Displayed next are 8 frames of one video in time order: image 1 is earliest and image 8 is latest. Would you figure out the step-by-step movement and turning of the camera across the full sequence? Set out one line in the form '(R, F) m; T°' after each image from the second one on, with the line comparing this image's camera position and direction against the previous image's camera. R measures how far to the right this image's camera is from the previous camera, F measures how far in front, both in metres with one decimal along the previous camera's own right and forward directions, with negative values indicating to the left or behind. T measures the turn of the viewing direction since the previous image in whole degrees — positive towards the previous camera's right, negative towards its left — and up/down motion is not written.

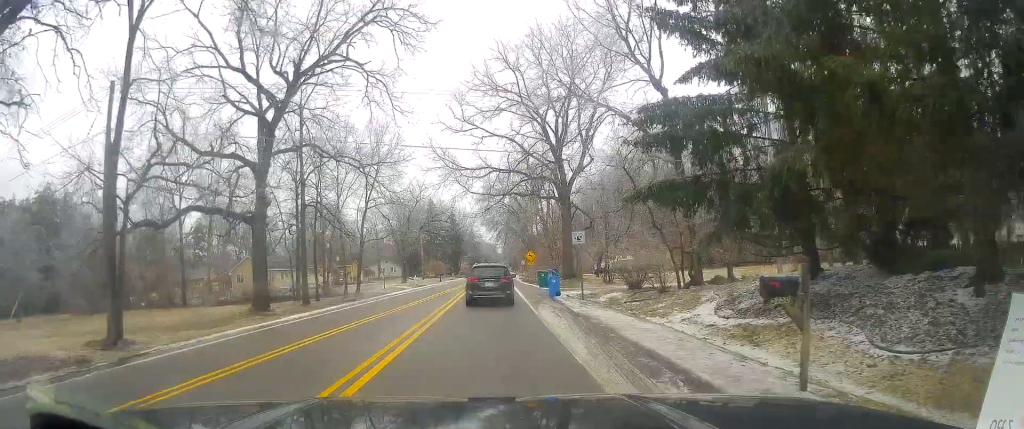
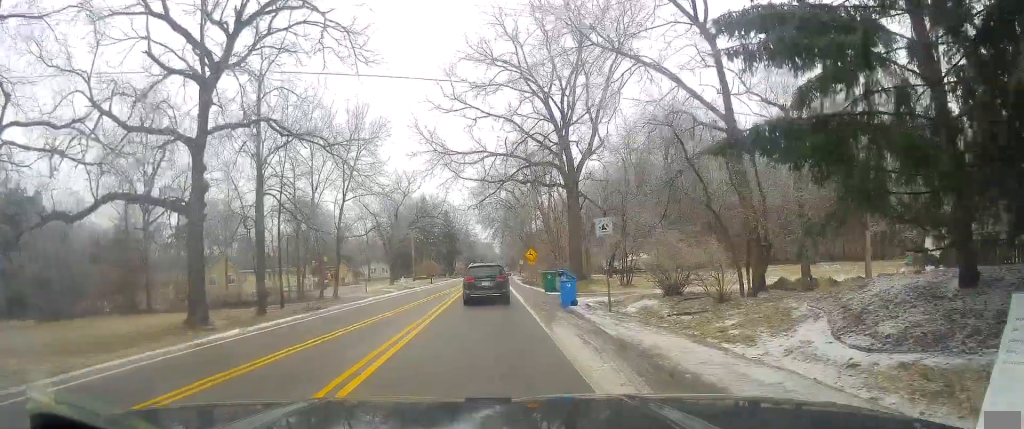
(+0.2, +6.7) m; 0°
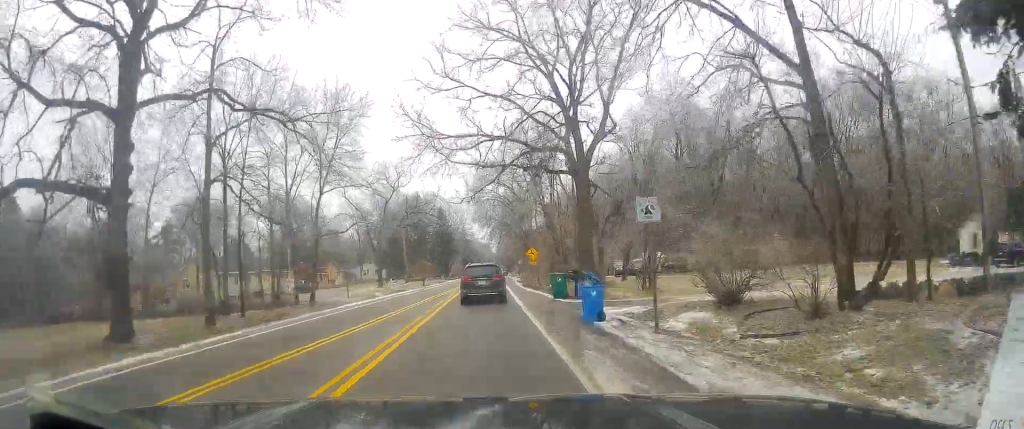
(-0.2, +5.6) m; -1°
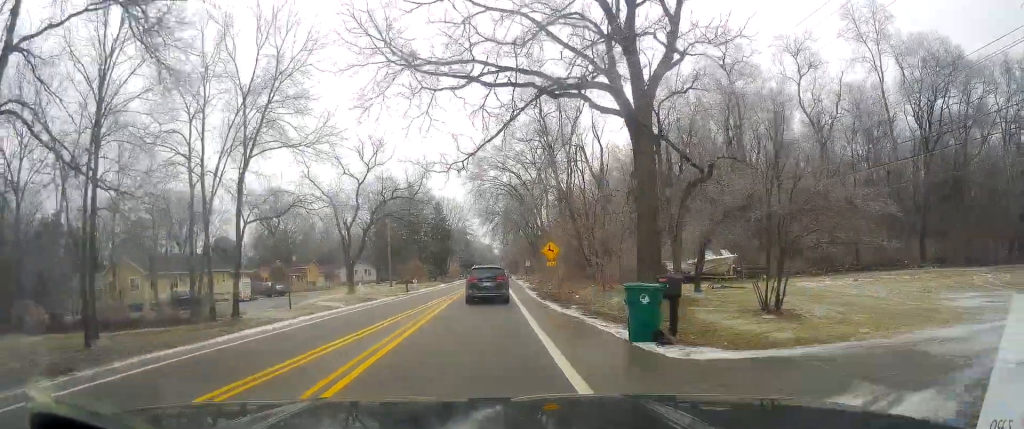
(-0.3, +13.2) m; -1°
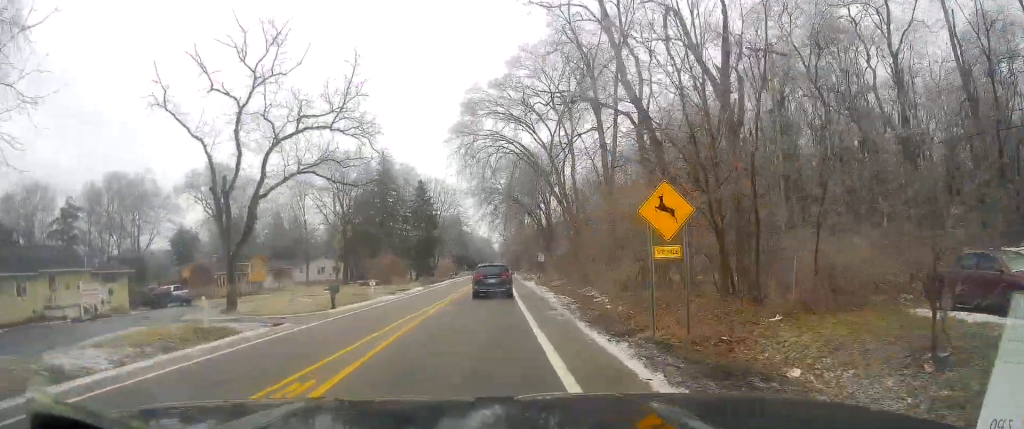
(+0.2, +22.9) m; +3°
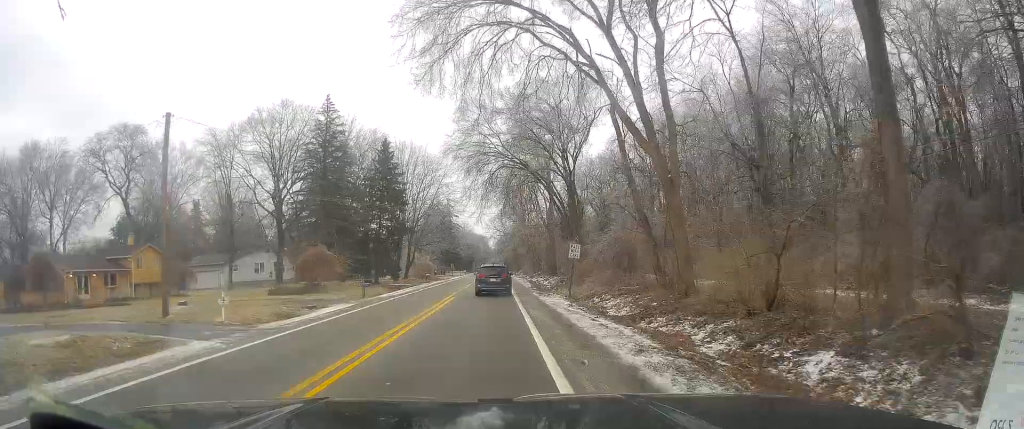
(0.0, +24.8) m; -1°
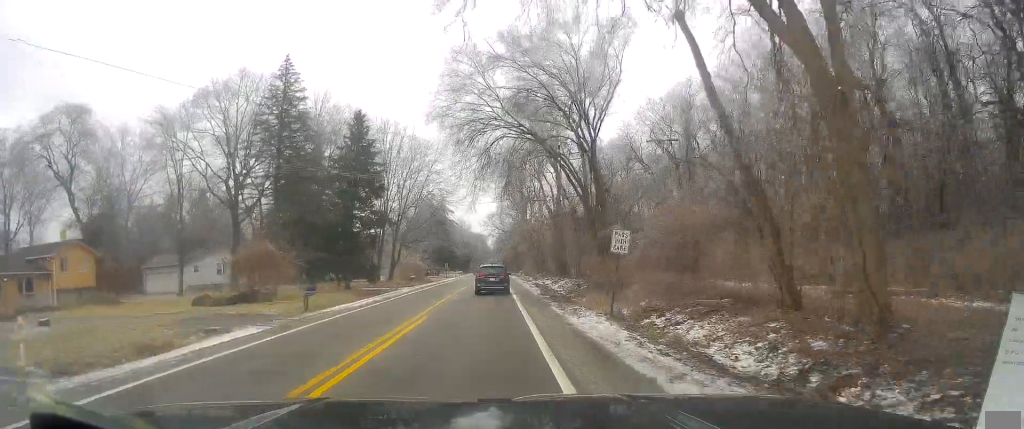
(-0.1, +10.7) m; 0°
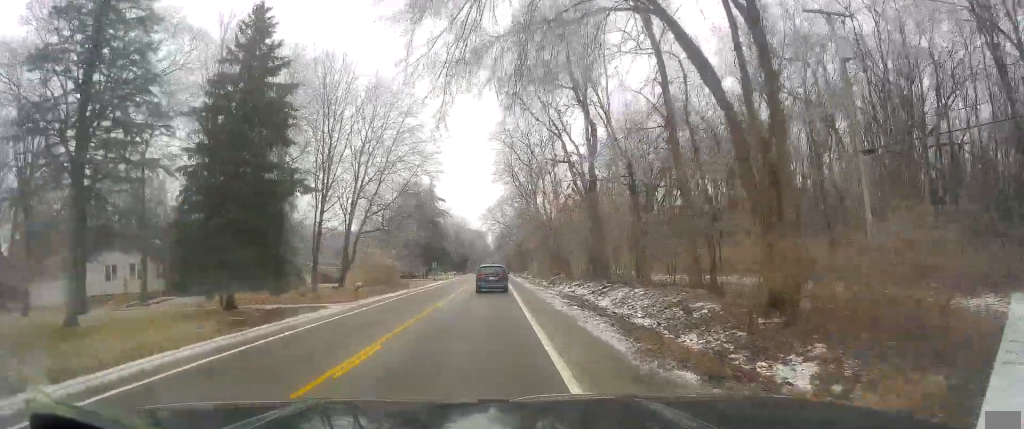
(0.0, +21.7) m; 0°
